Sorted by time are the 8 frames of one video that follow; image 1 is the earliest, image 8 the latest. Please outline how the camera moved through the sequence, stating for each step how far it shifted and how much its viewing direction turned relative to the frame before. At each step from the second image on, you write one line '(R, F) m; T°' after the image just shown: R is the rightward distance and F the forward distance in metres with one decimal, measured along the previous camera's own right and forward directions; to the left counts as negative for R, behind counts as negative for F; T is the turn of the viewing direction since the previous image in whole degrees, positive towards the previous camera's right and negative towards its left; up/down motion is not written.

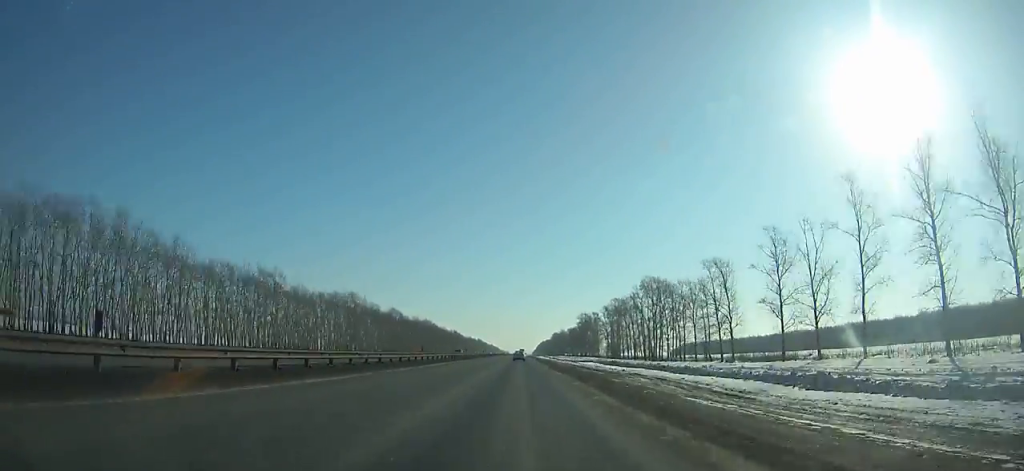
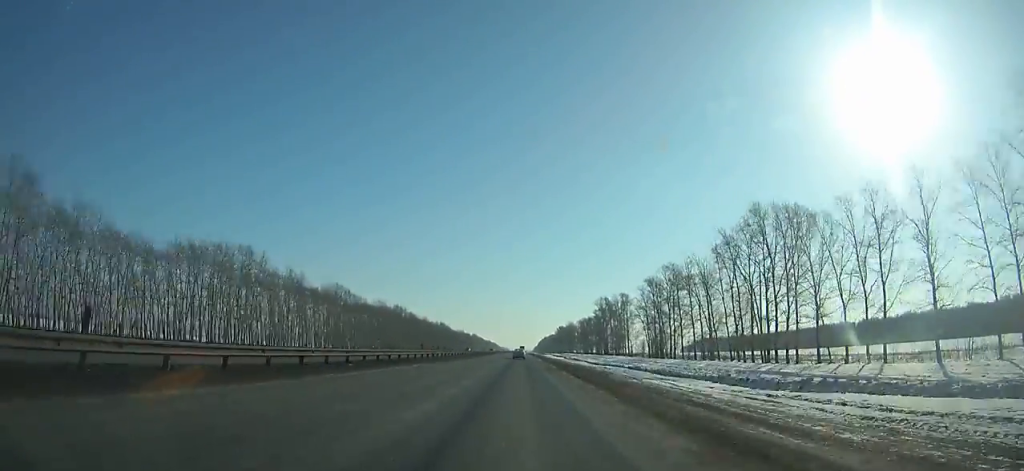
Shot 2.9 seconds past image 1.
(0.0, +77.8) m; 0°
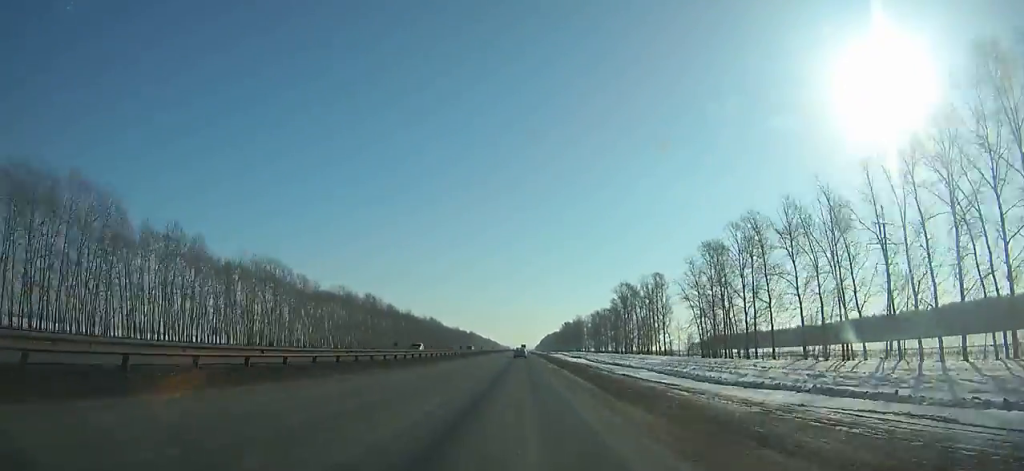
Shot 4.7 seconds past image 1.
(-0.1, +48.8) m; 0°
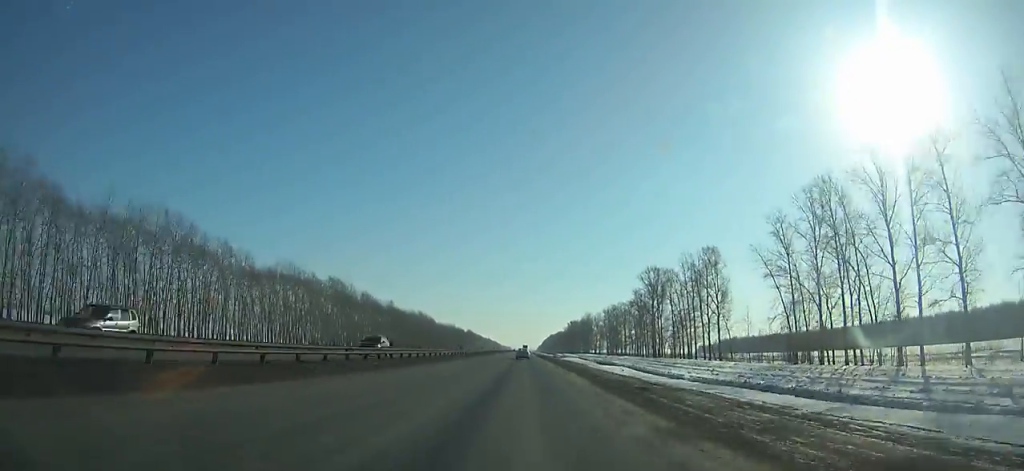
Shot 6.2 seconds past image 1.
(+0.1, +41.1) m; 0°
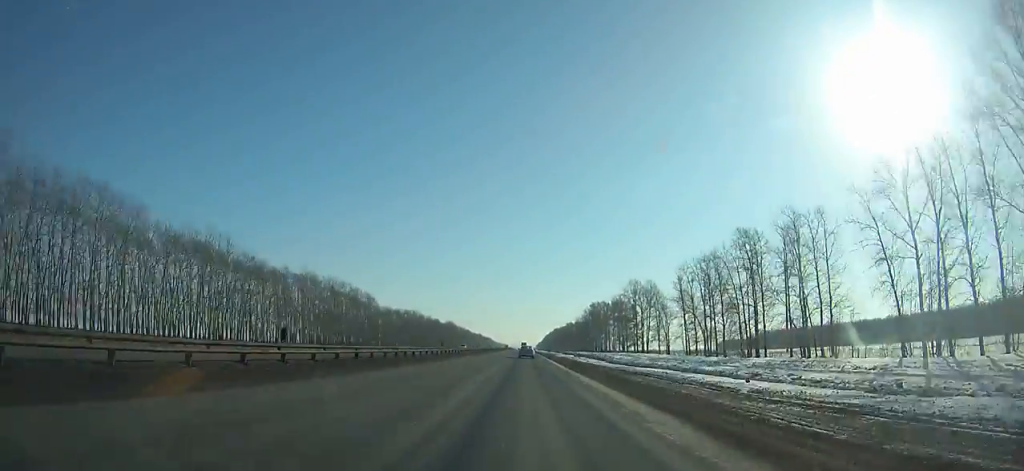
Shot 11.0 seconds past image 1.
(-0.2, +131.8) m; 0°
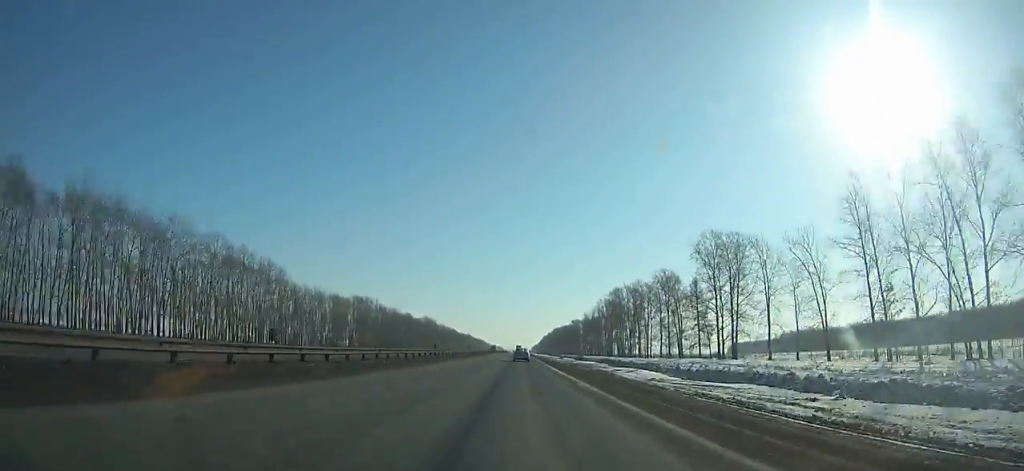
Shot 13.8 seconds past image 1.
(0.0, +76.7) m; 0°
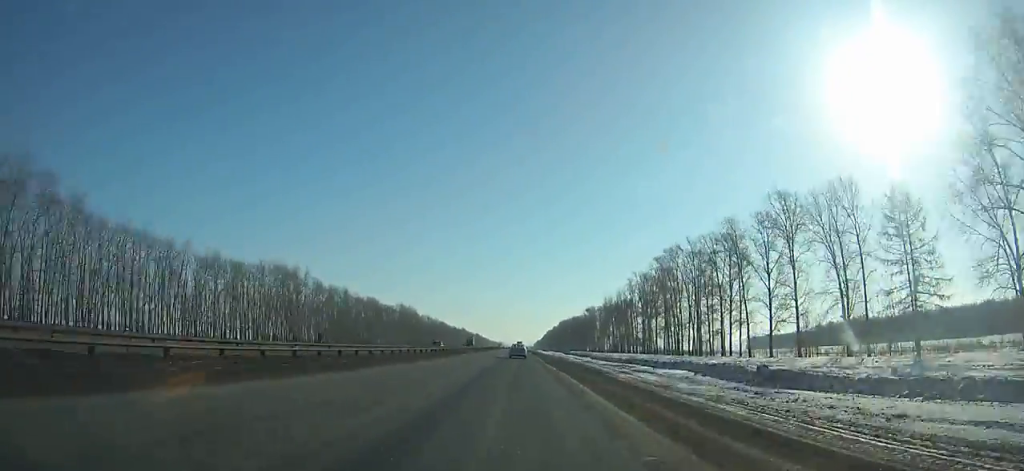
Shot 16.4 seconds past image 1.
(+0.2, +70.7) m; 0°
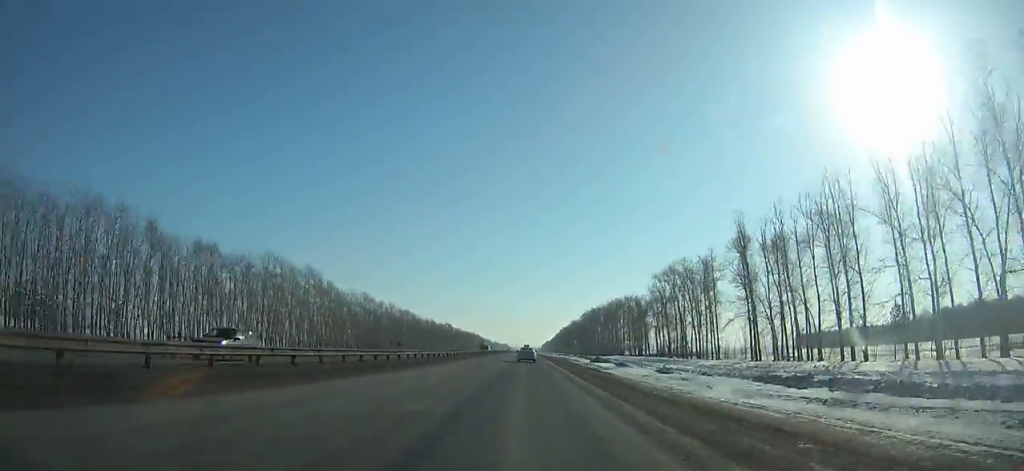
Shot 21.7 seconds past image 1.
(-0.2, +141.8) m; 0°
